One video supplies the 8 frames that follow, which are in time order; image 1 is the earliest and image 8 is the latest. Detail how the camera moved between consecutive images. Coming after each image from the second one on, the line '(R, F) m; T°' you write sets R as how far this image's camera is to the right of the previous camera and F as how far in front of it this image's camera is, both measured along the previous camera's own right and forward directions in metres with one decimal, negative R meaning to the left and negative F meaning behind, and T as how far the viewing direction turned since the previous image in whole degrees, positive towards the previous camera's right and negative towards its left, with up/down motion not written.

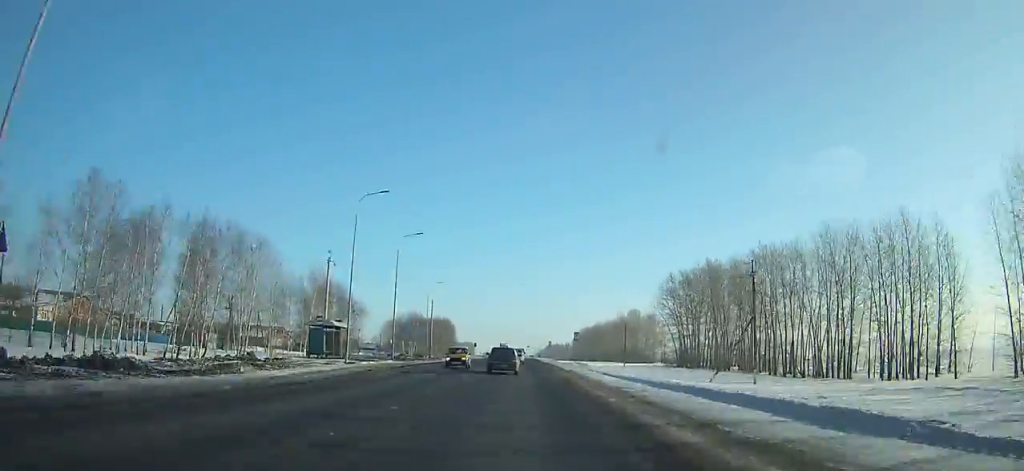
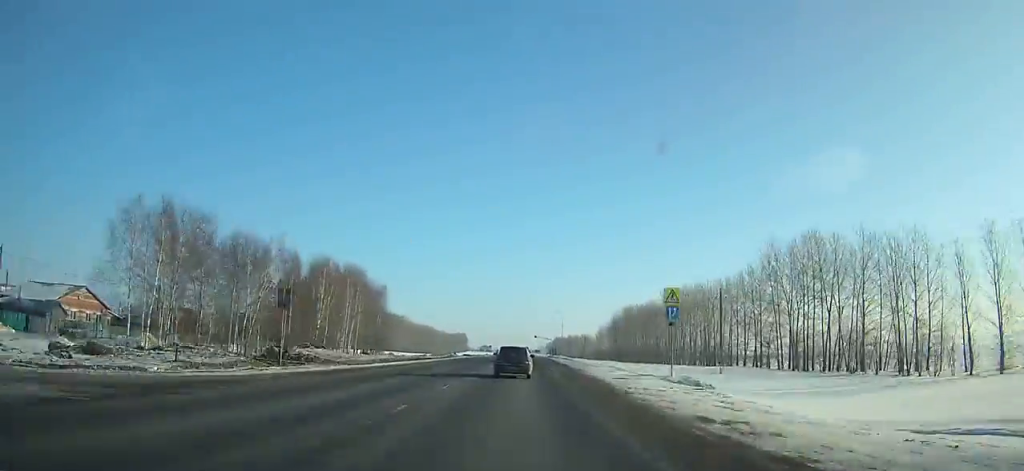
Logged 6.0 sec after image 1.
(-0.2, +123.5) m; 0°
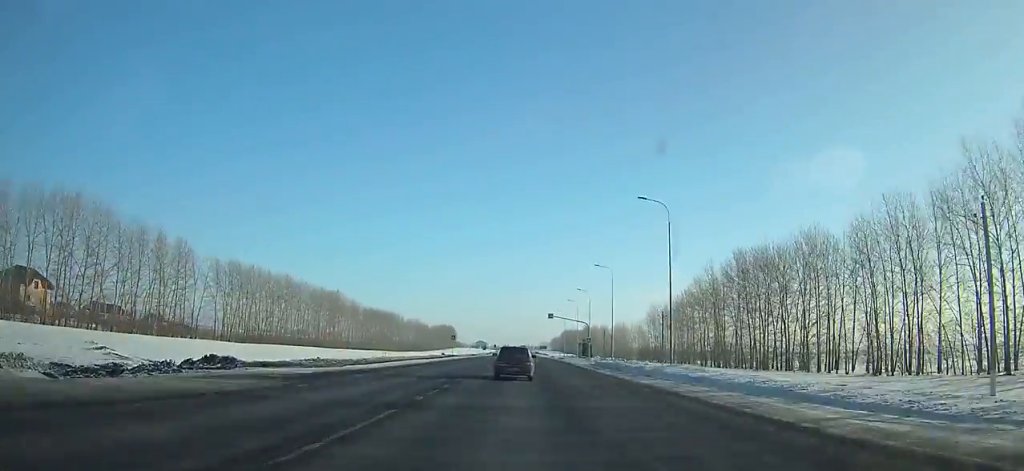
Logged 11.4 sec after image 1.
(-0.2, +110.2) m; 0°
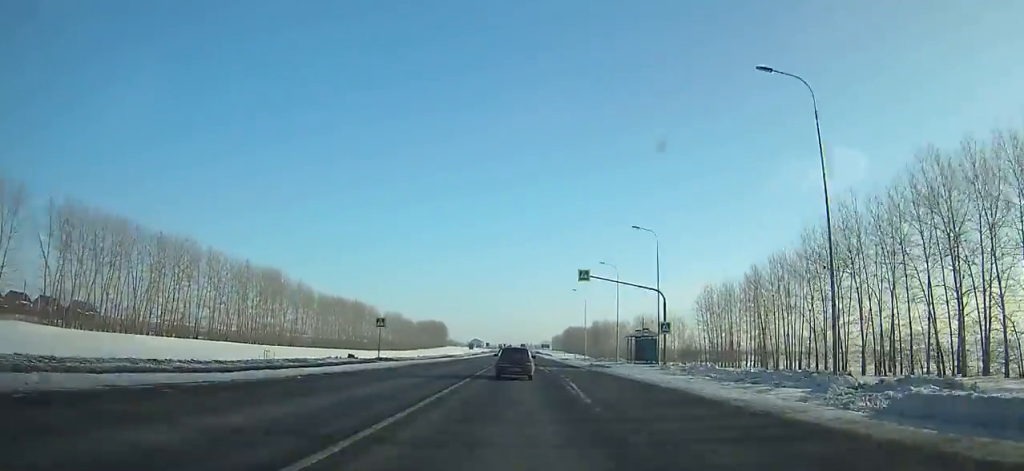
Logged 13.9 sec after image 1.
(-0.1, +50.9) m; 0°
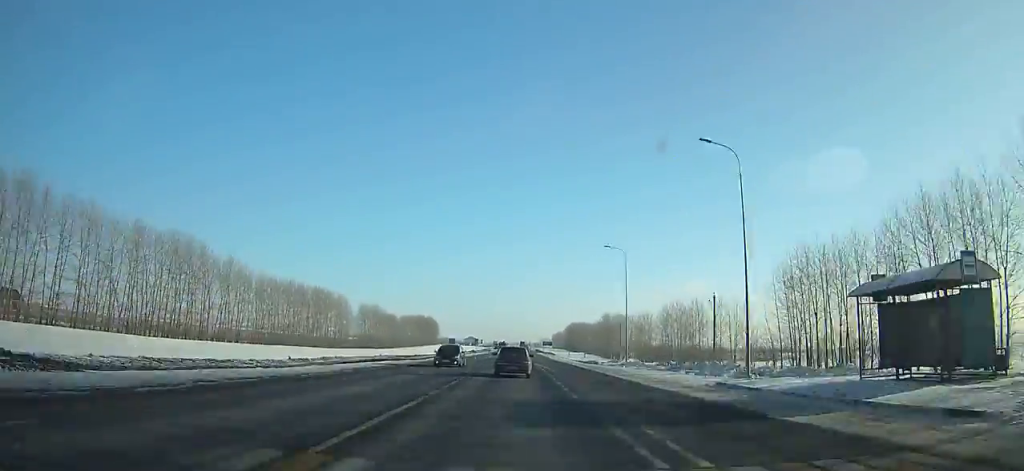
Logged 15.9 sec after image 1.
(0.0, +41.1) m; 0°
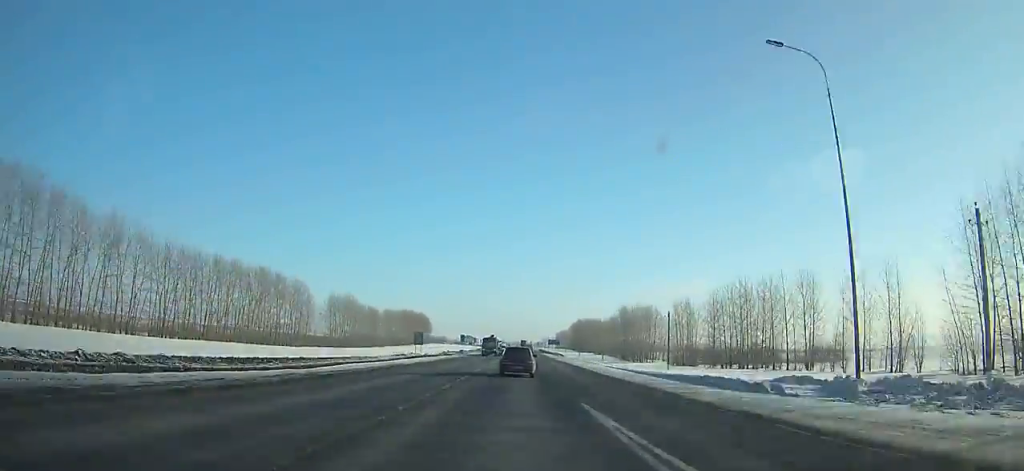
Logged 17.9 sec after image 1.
(0.0, +41.5) m; 0°
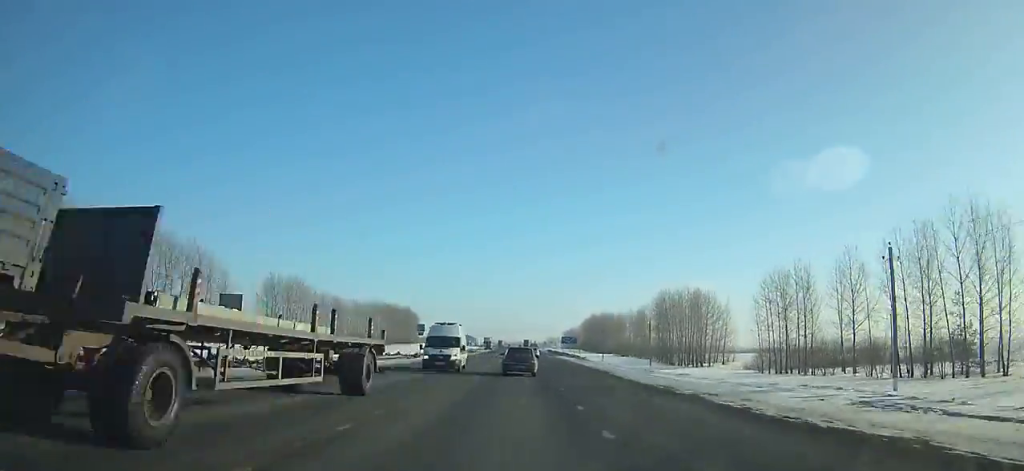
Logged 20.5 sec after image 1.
(0.0, +54.8) m; 0°
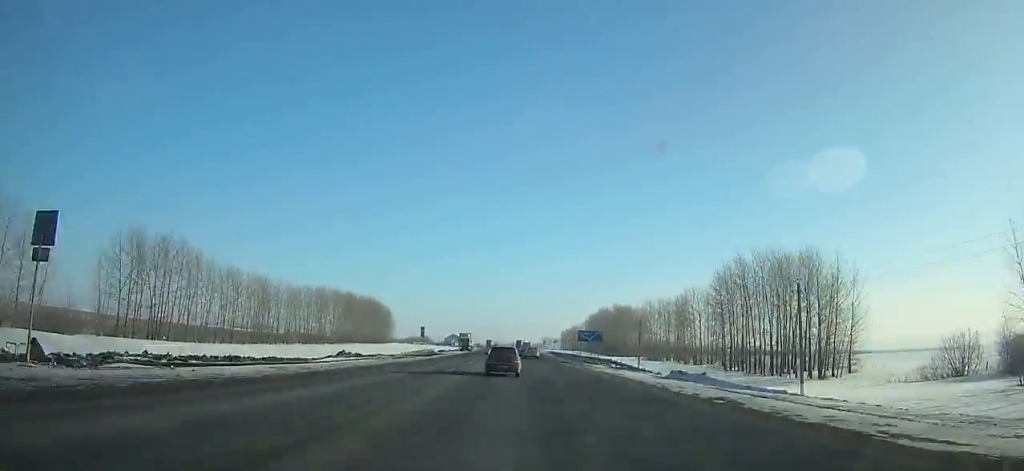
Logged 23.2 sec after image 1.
(+0.2, +58.3) m; +1°
